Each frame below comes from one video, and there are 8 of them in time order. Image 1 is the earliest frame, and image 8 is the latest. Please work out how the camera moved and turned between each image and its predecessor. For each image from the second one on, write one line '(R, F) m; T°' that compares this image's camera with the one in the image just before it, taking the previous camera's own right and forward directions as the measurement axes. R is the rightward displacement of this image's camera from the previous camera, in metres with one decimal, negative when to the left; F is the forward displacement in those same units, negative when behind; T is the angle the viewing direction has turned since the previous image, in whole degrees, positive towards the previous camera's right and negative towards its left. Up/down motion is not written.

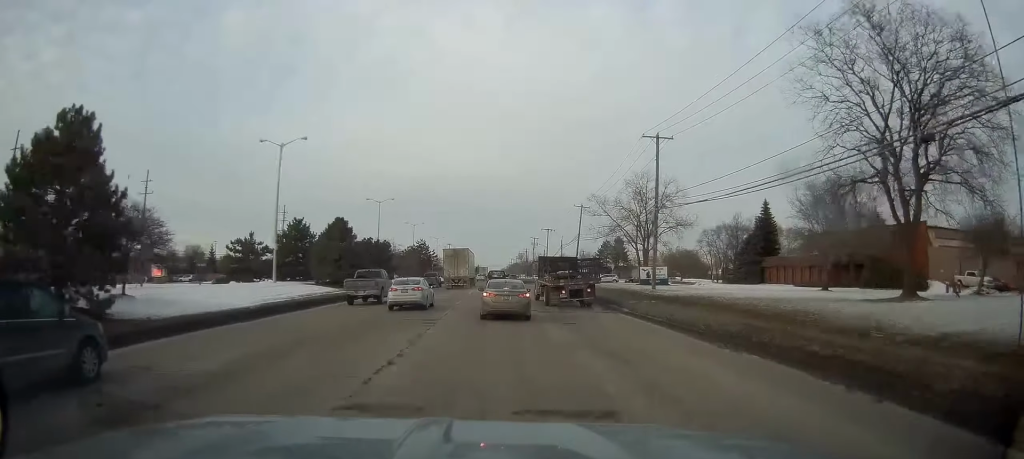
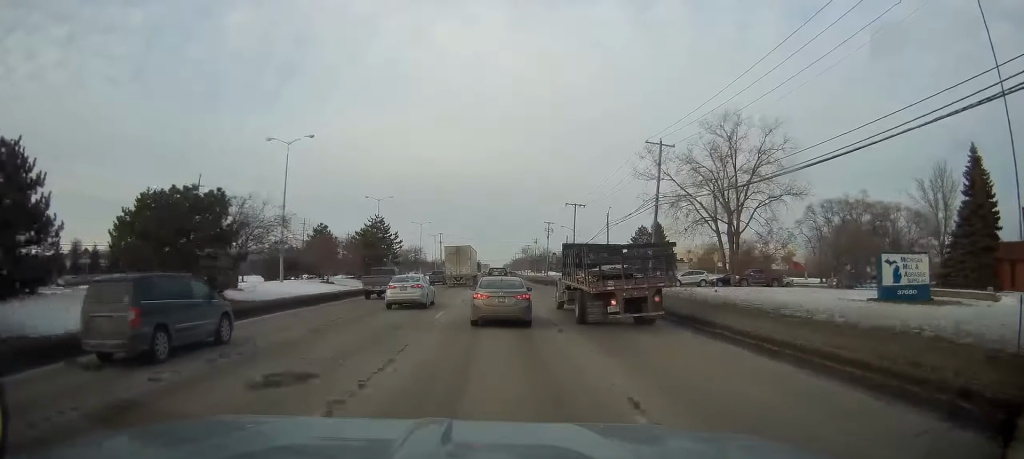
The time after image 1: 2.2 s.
(-0.1, +32.0) m; 0°
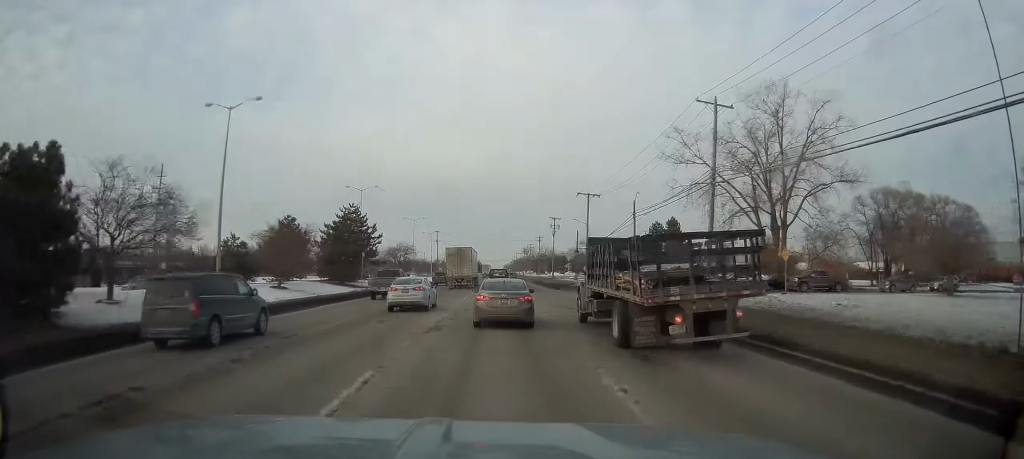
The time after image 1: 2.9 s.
(+0.1, +11.1) m; 0°
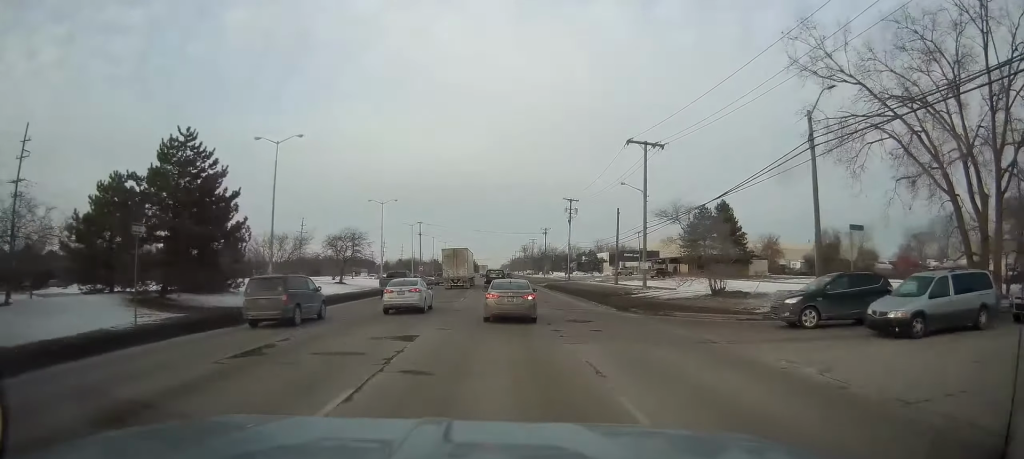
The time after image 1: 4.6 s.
(-0.3, +30.5) m; 0°
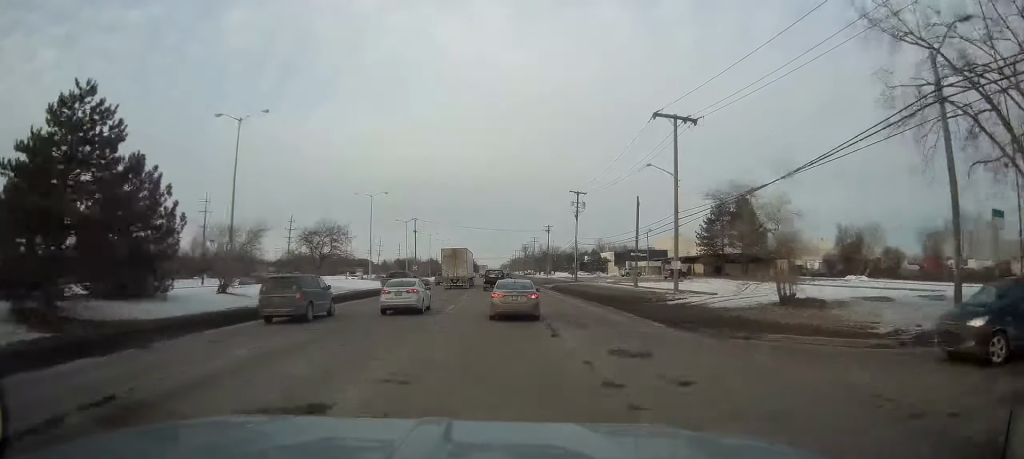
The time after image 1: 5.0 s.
(+0.3, +8.2) m; +1°
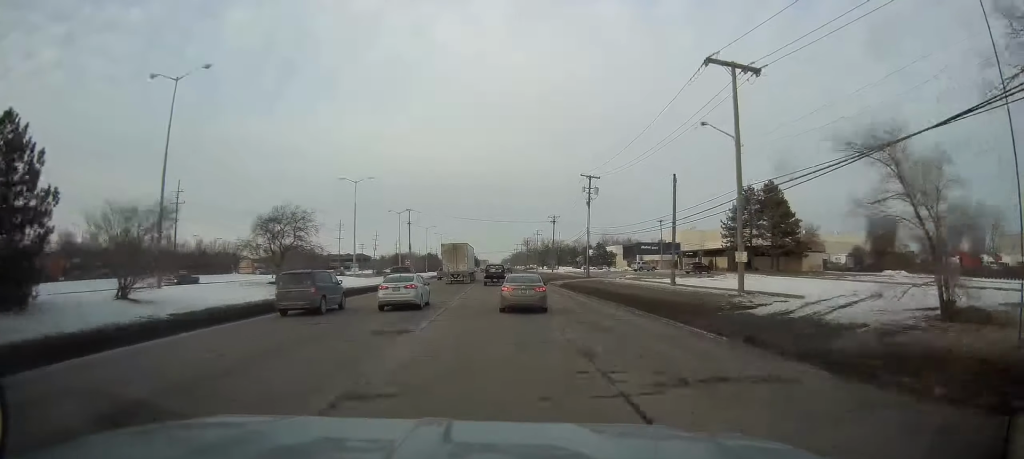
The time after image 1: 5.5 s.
(+0.2, +10.1) m; +1°
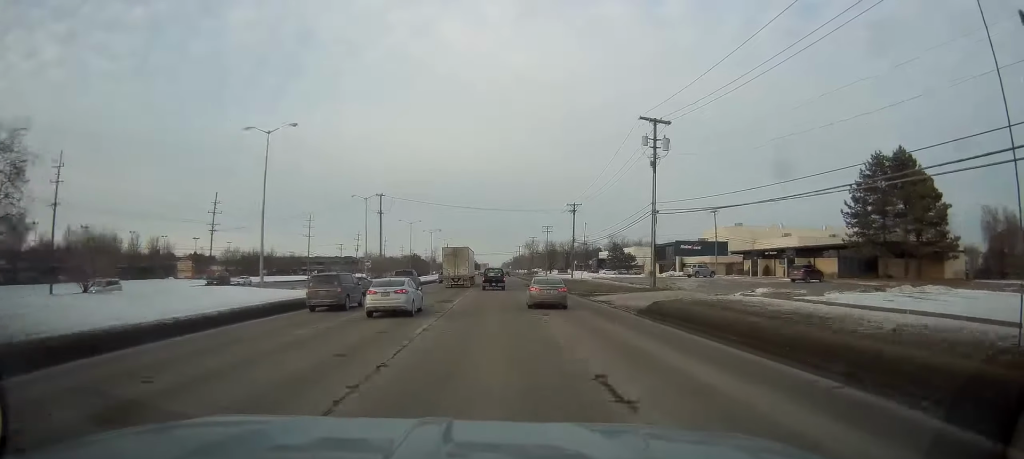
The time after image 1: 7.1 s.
(-0.7, +31.9) m; -2°
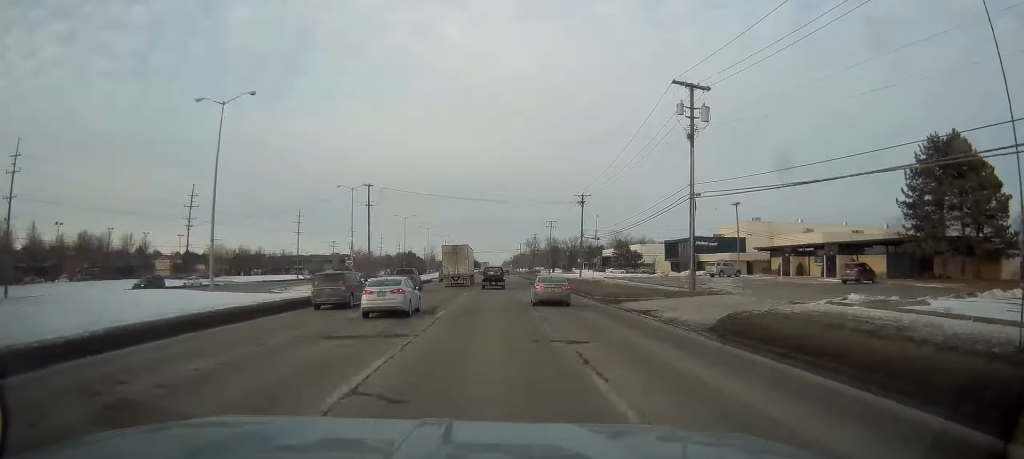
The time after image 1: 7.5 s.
(-0.2, +9.3) m; 0°
